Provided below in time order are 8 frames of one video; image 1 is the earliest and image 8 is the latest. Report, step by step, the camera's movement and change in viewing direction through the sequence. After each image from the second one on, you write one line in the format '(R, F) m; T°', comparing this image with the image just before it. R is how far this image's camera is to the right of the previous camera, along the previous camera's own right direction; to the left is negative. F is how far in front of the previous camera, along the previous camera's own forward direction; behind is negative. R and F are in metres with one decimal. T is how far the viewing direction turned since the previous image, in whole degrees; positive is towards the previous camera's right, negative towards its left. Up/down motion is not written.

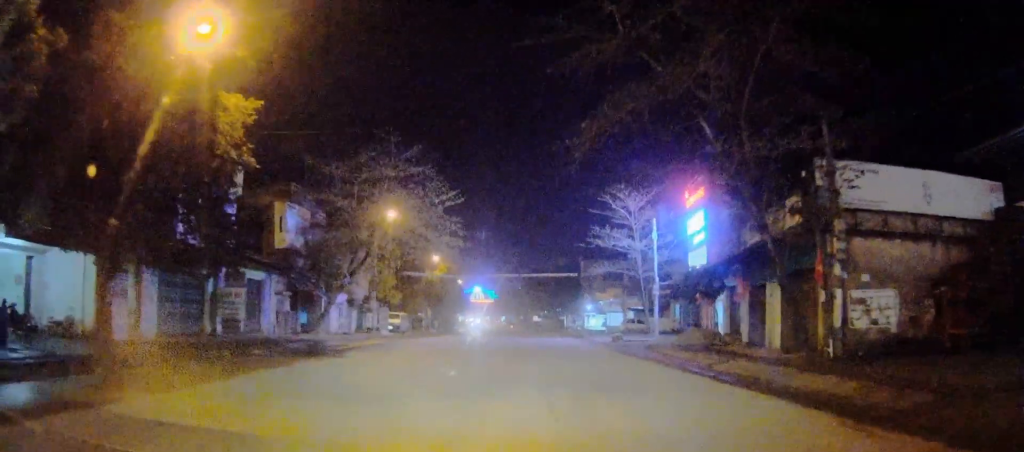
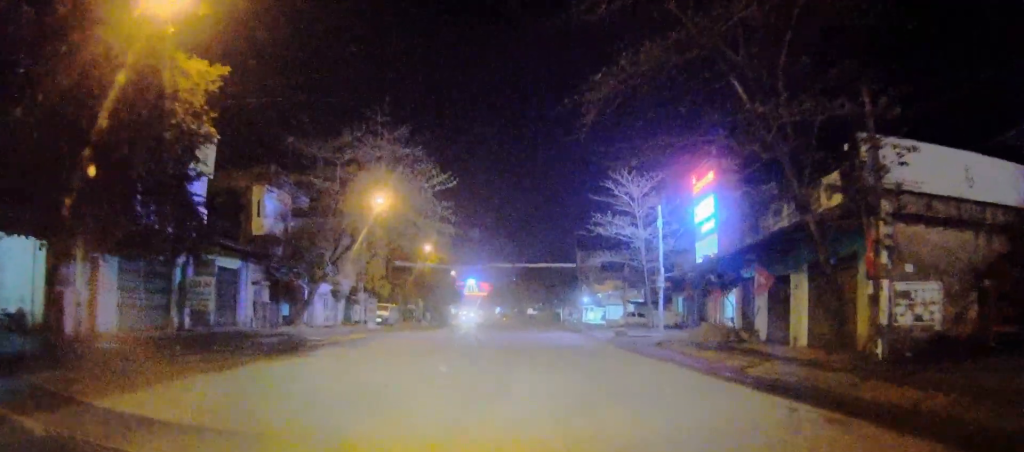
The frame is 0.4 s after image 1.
(0.0, +0.4) m; 0°
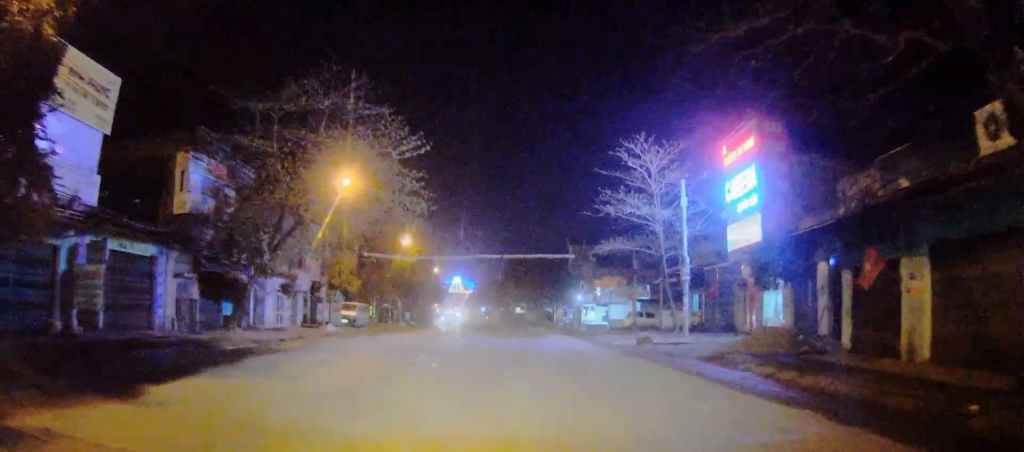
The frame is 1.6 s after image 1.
(0.0, +1.2) m; 0°
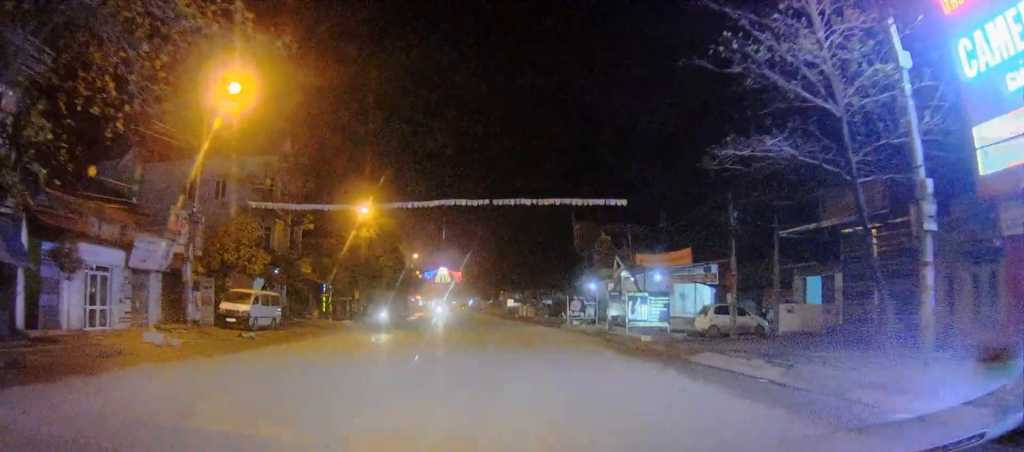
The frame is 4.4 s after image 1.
(0.0, +13.2) m; 0°
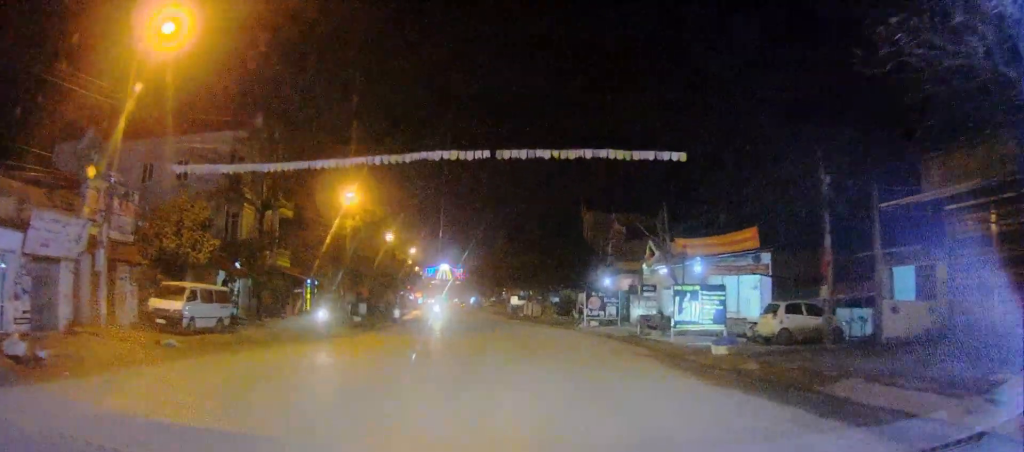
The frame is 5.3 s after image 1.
(0.0, +9.6) m; 0°
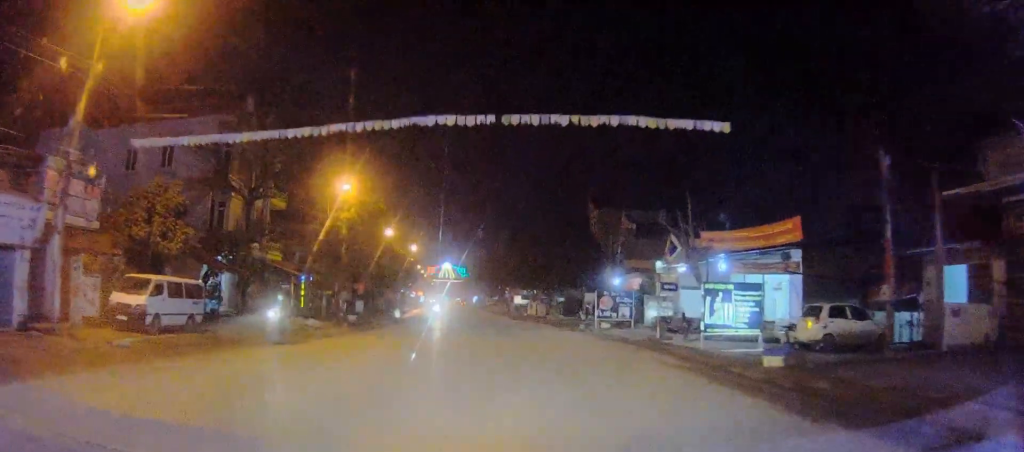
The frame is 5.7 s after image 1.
(0.0, +4.0) m; 0°
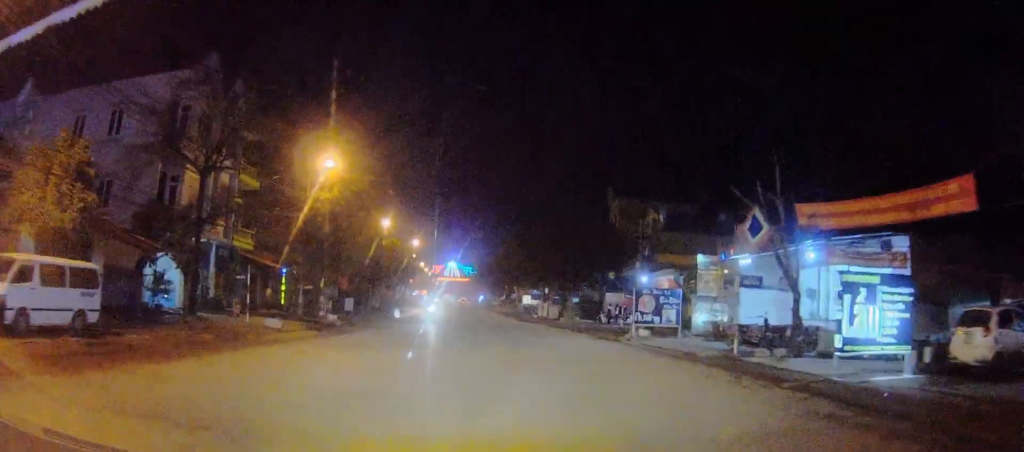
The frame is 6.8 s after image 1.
(0.0, +10.6) m; 0°
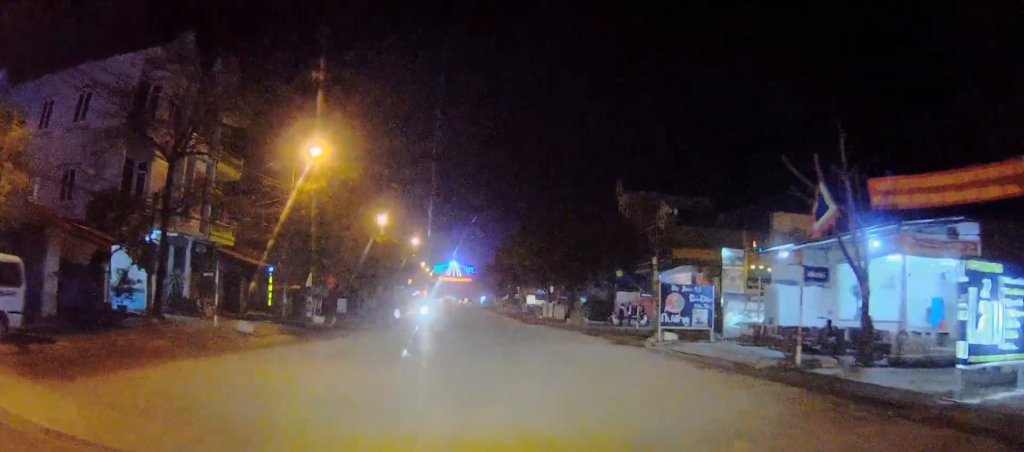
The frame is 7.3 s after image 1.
(0.0, +5.2) m; +1°
